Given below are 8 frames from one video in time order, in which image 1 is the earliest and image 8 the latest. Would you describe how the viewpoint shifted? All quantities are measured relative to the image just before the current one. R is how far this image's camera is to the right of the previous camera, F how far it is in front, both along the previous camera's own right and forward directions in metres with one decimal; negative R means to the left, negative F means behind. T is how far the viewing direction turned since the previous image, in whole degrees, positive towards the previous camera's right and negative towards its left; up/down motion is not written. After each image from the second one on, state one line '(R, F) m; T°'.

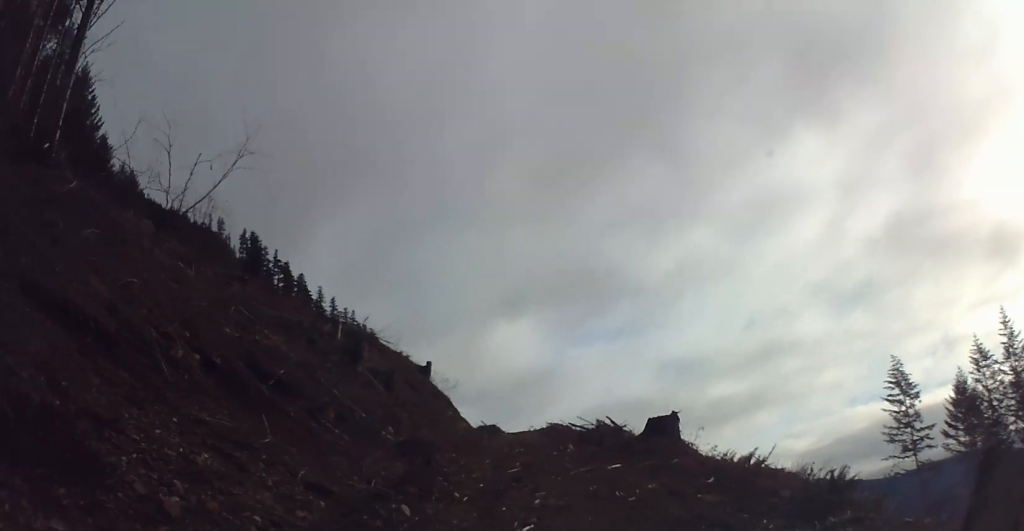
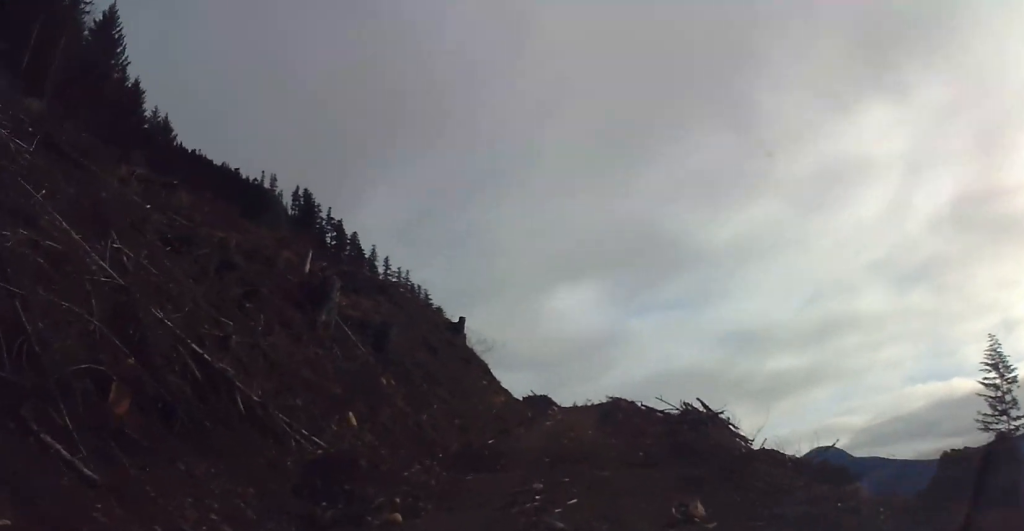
(0.0, +12.7) m; -4°
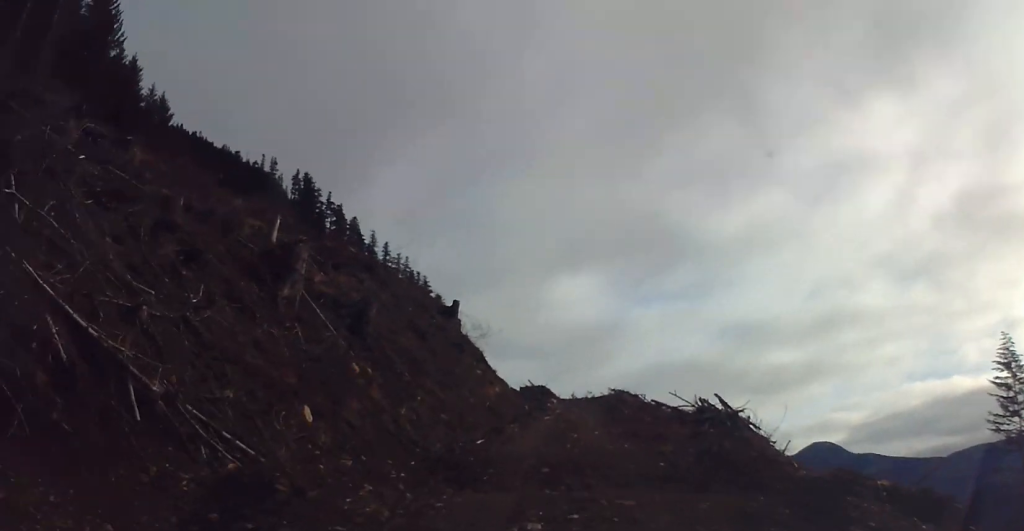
(-0.3, +3.7) m; -1°
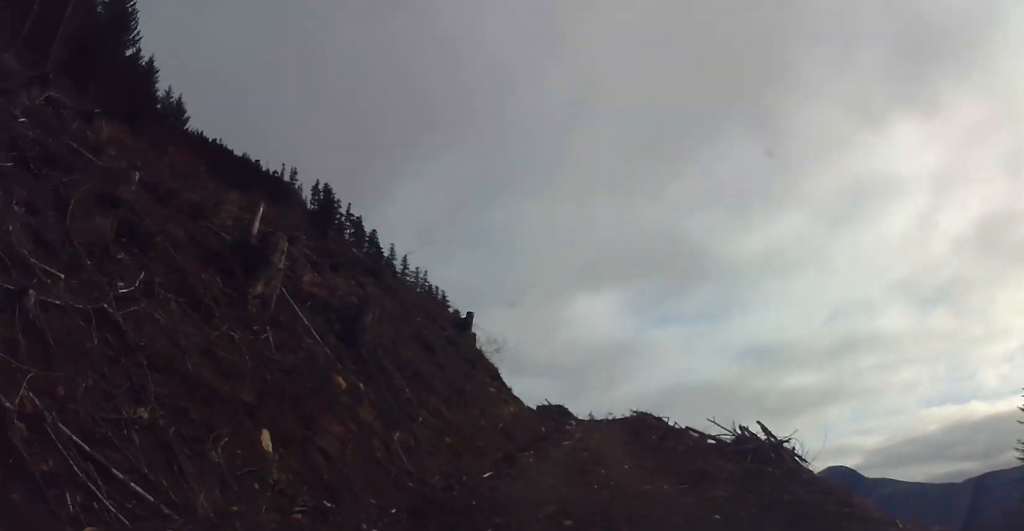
(-0.2, +3.8) m; +2°
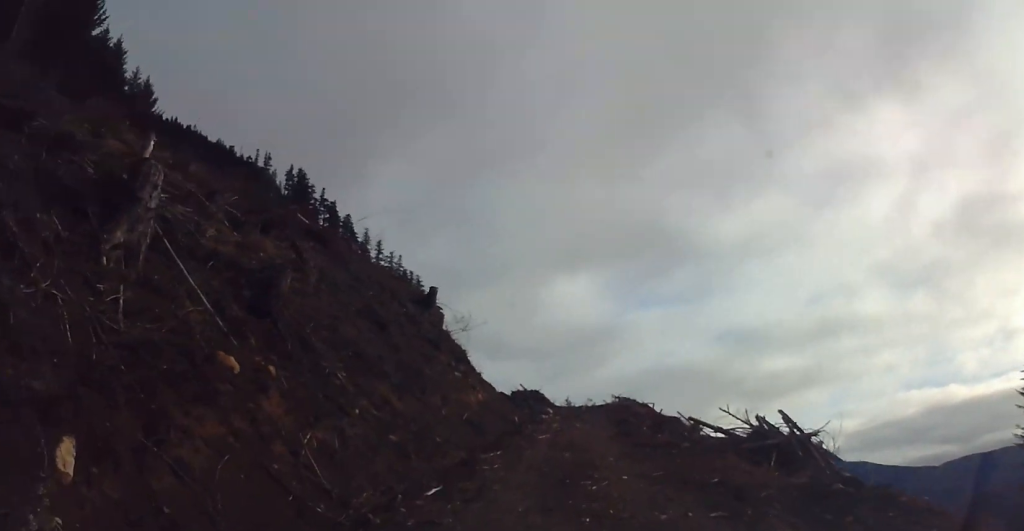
(+0.3, +5.0) m; +9°
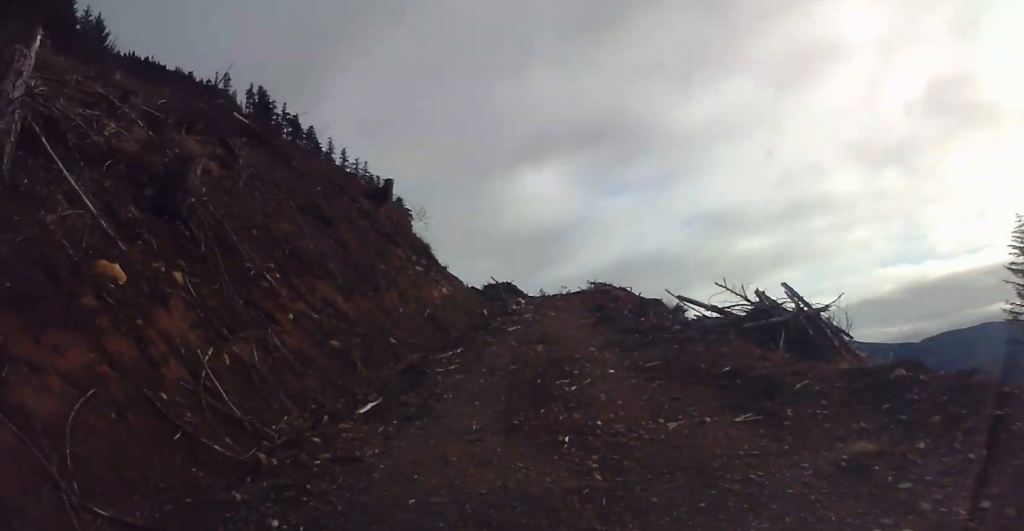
(+0.3, +3.1) m; 0°
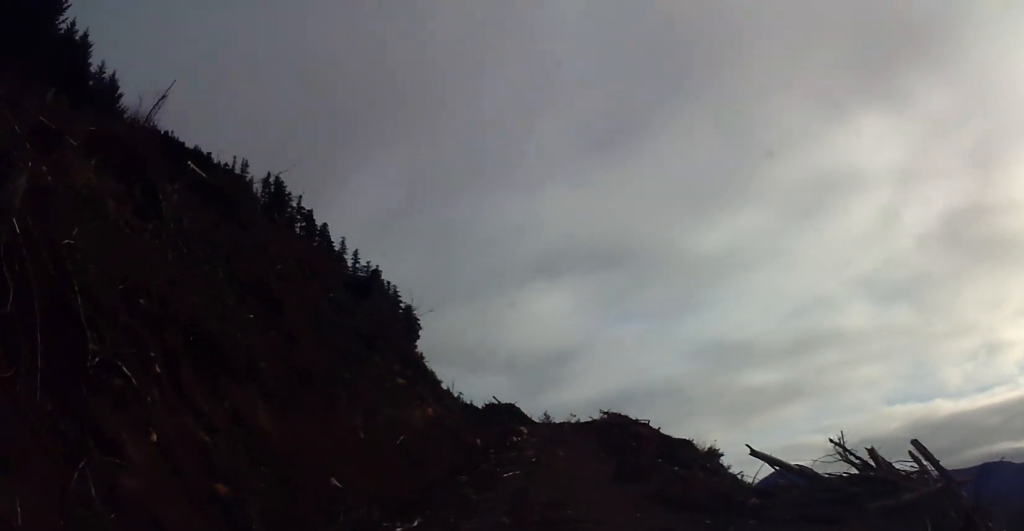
(-0.2, +6.9) m; -5°
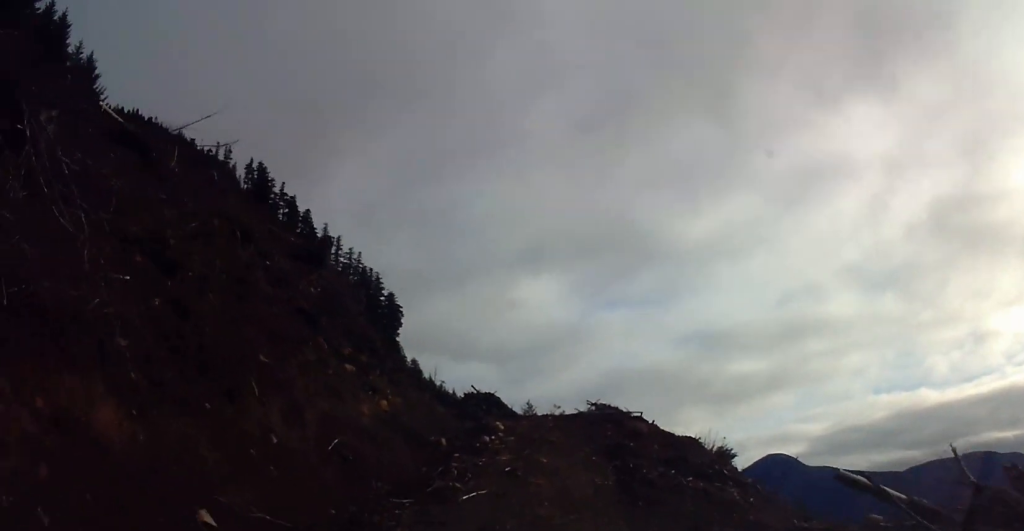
(-0.1, +4.7) m; -1°
